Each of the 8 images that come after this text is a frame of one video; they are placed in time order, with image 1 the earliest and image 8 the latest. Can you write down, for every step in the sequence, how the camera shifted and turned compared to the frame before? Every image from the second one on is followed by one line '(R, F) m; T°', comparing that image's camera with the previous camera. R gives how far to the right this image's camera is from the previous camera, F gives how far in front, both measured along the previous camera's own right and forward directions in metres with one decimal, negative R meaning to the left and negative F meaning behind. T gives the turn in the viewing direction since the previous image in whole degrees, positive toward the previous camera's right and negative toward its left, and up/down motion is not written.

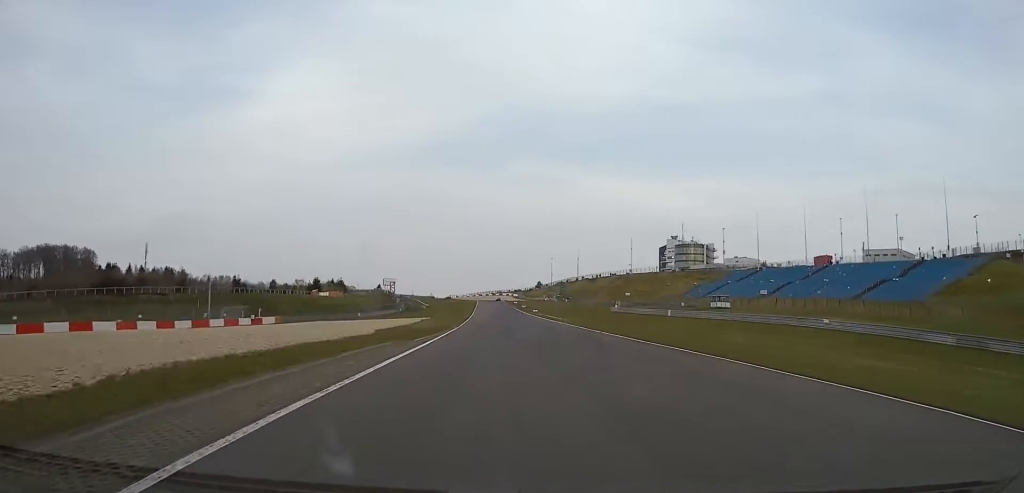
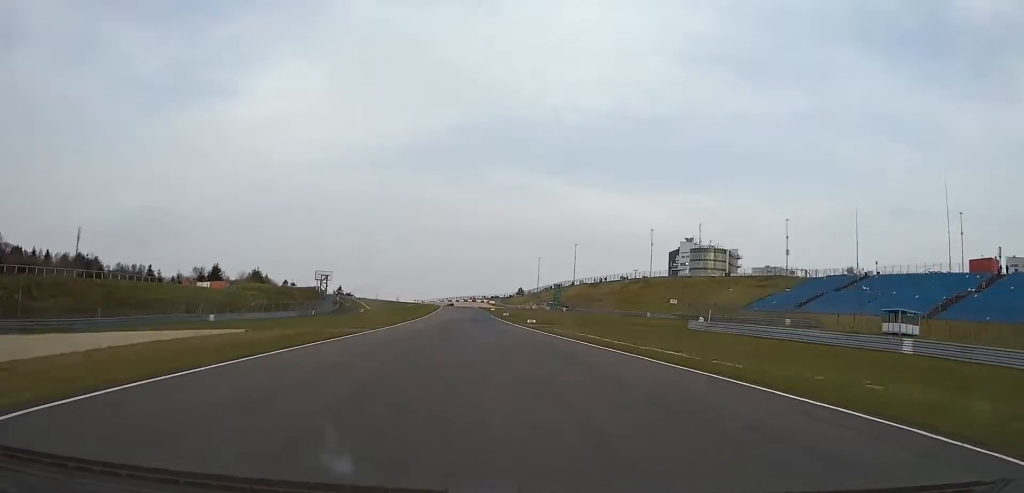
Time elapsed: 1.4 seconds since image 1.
(+2.9, +77.0) m; +3°
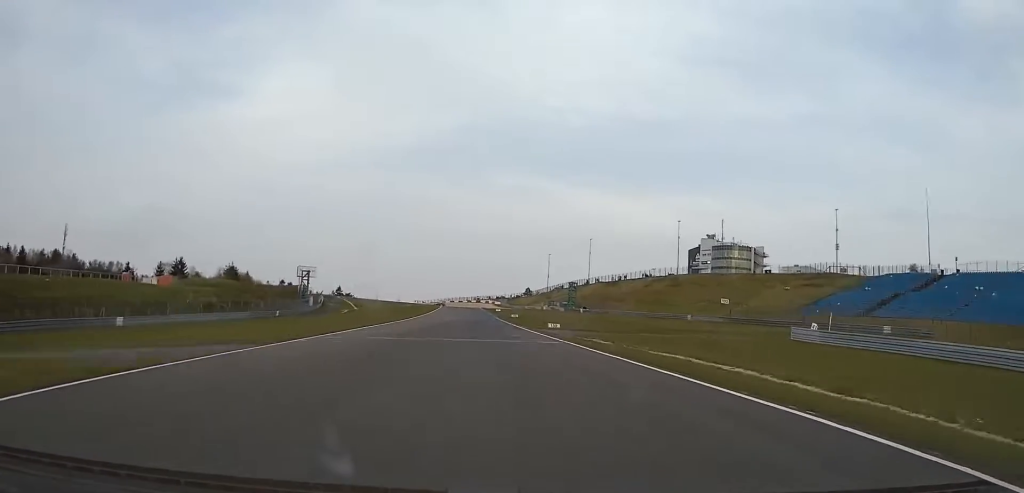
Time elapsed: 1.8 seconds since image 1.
(+0.1, +24.6) m; 0°
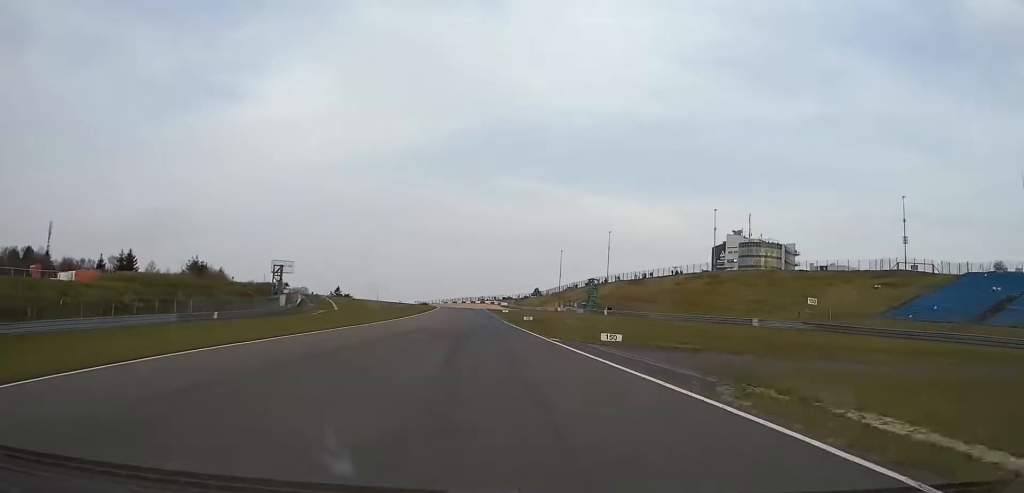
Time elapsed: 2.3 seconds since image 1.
(+0.2, +27.3) m; 0°
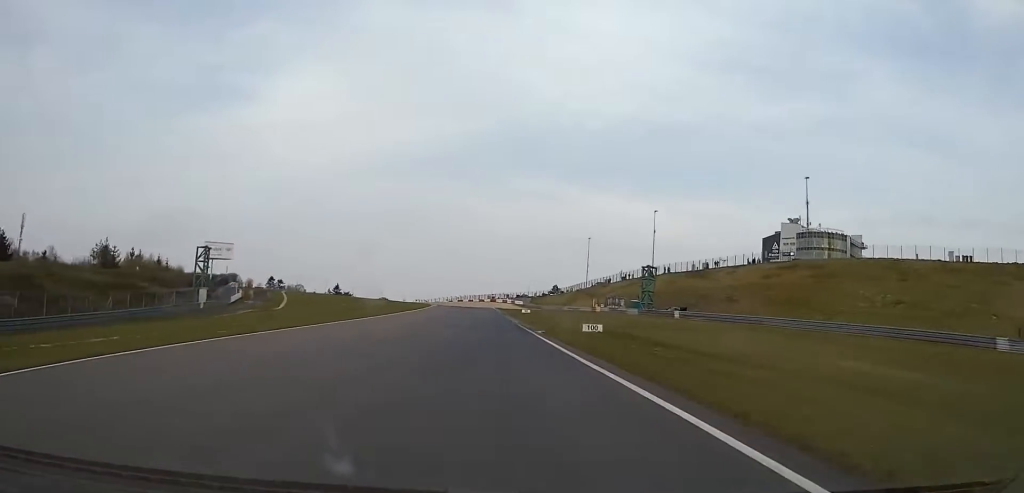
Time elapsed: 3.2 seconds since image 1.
(-0.5, +44.8) m; -1°
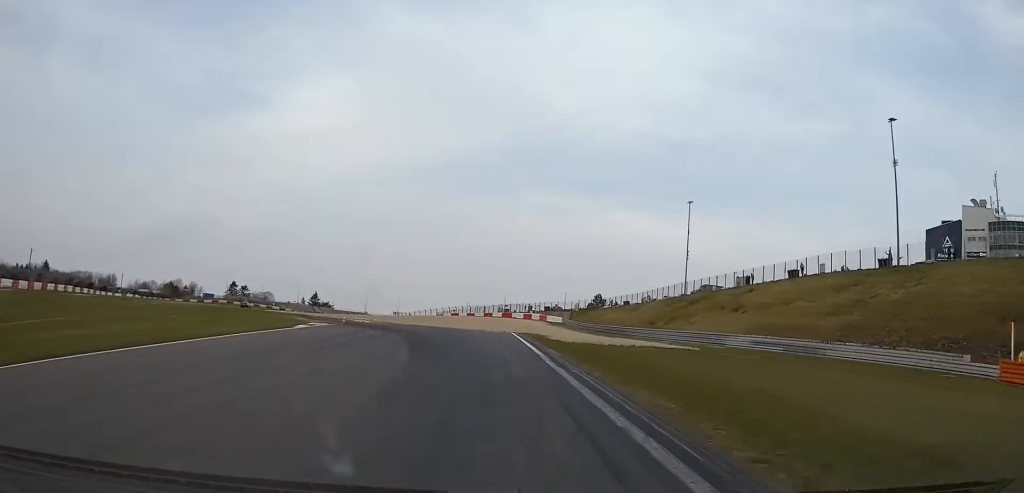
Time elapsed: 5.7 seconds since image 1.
(-2.1, +99.0) m; -2°
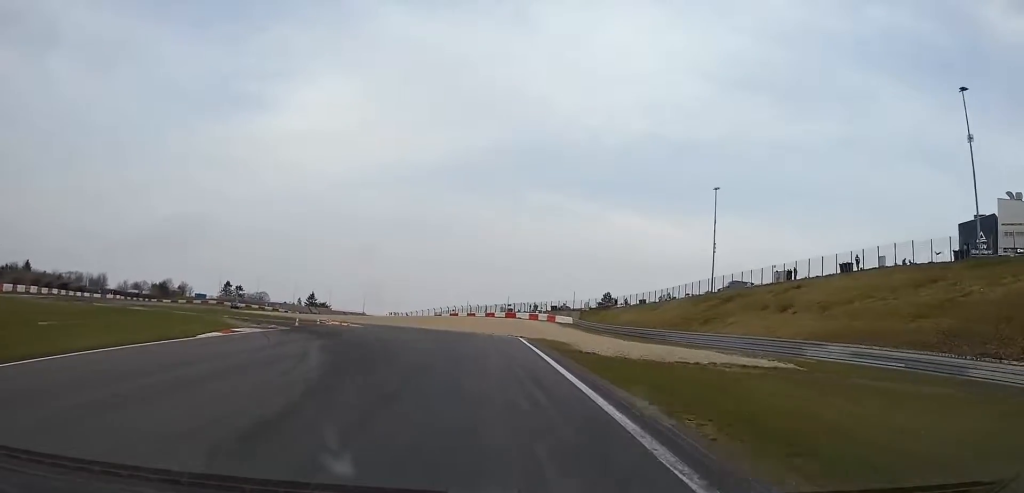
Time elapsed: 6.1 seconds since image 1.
(+0.1, +12.4) m; -1°
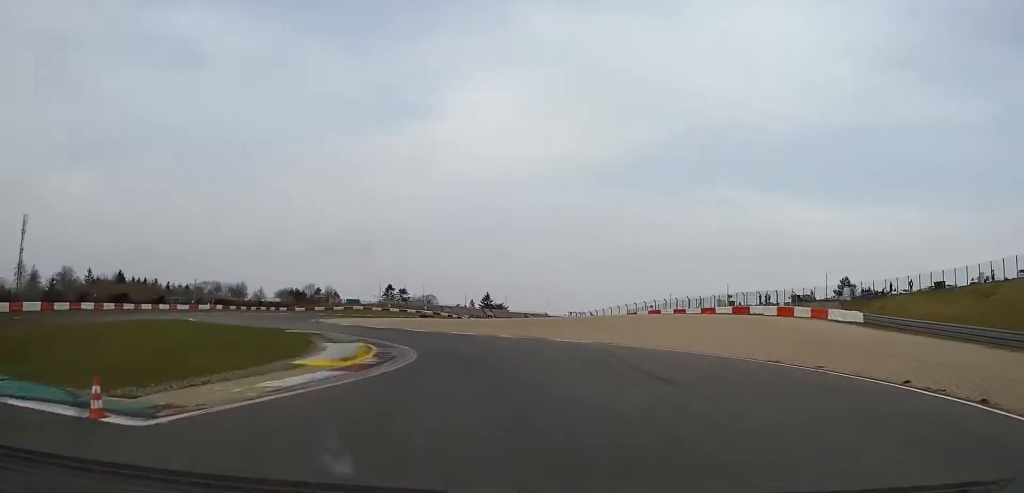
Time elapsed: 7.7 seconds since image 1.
(-2.9, +42.6) m; -15°
